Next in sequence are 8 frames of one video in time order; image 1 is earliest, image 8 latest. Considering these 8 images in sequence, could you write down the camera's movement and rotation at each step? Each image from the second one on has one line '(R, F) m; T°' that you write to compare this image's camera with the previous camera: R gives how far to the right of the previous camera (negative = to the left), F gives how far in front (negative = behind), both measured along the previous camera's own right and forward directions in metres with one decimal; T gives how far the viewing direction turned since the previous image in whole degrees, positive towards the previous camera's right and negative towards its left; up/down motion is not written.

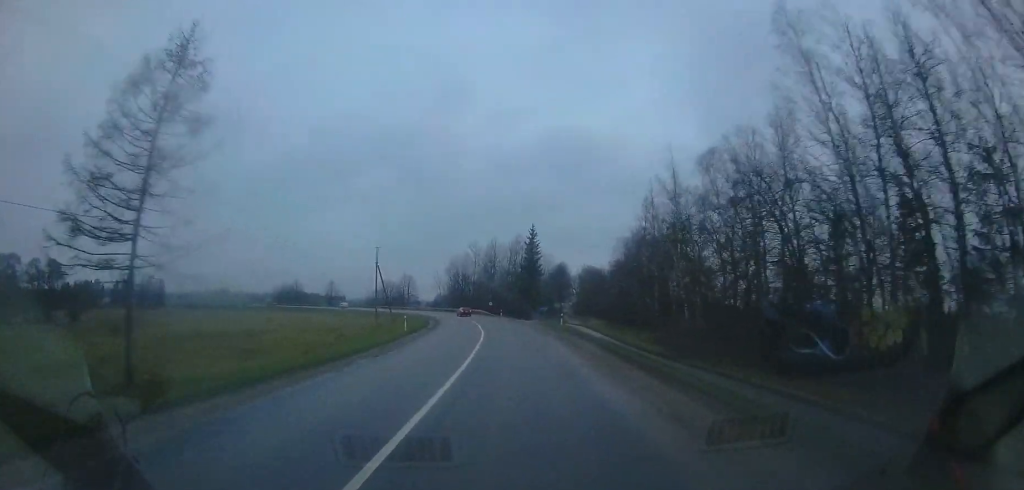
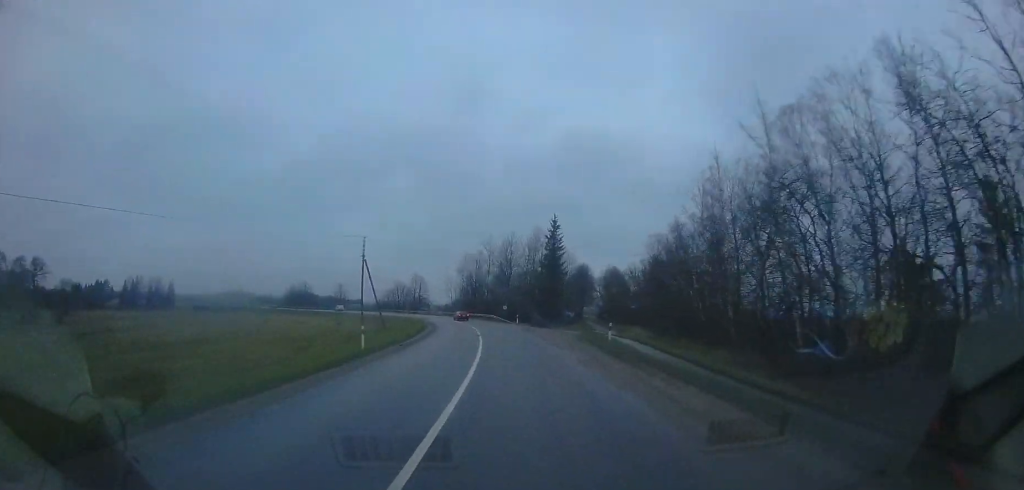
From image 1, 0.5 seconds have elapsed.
(0.0, +10.4) m; -2°
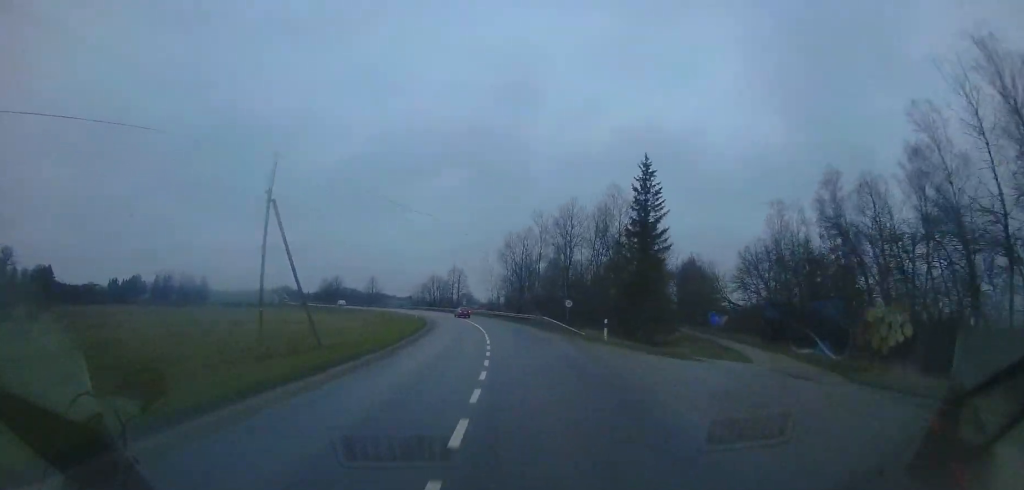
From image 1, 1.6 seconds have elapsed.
(-1.4, +24.3) m; -7°
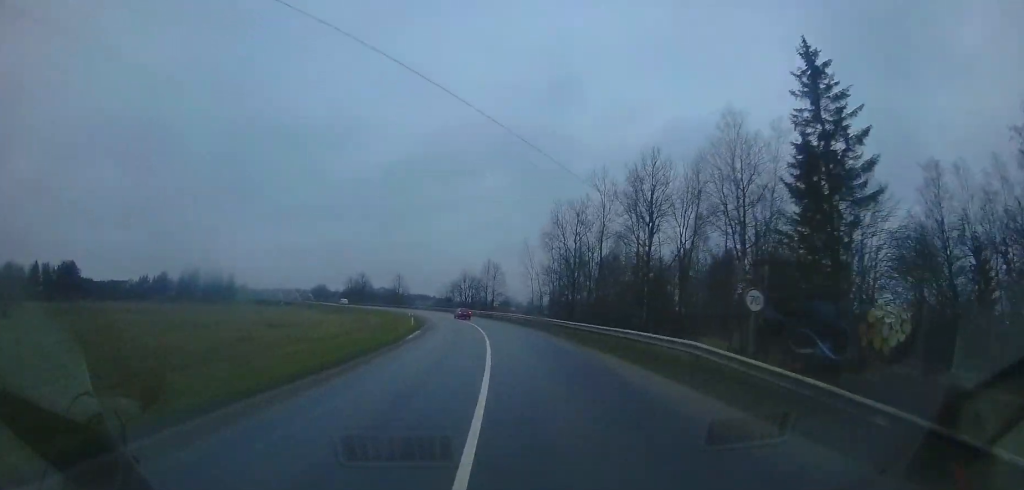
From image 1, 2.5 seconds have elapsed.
(-1.1, +19.6) m; -6°
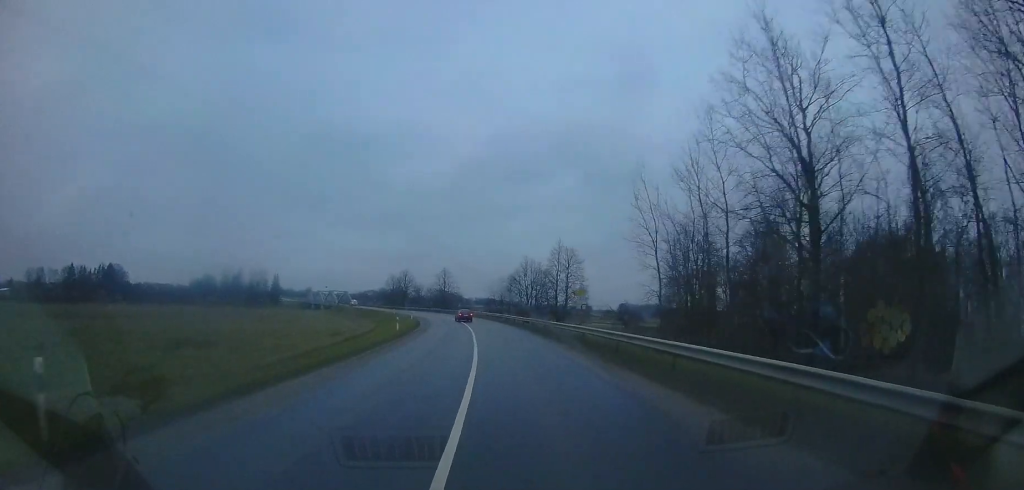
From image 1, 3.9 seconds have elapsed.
(-2.6, +30.6) m; -12°
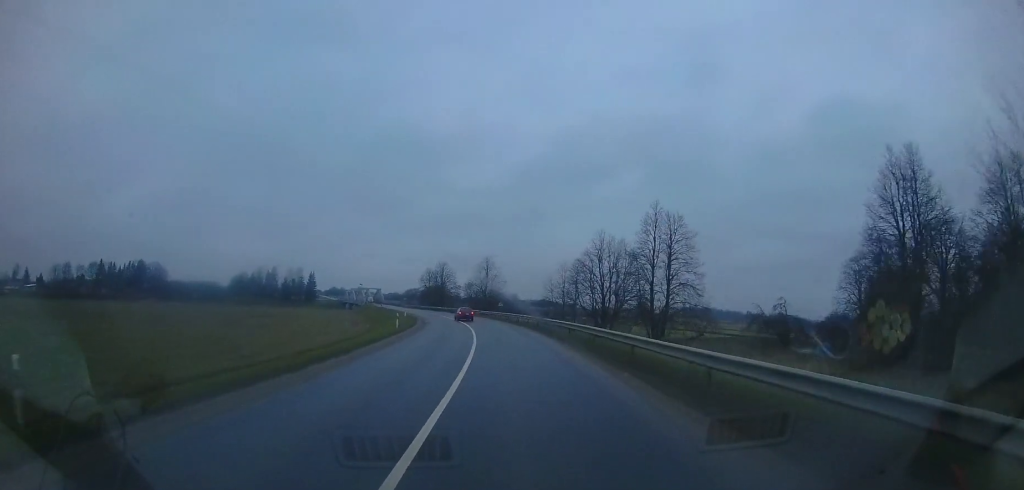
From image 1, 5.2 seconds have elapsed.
(-2.8, +24.6) m; -13°
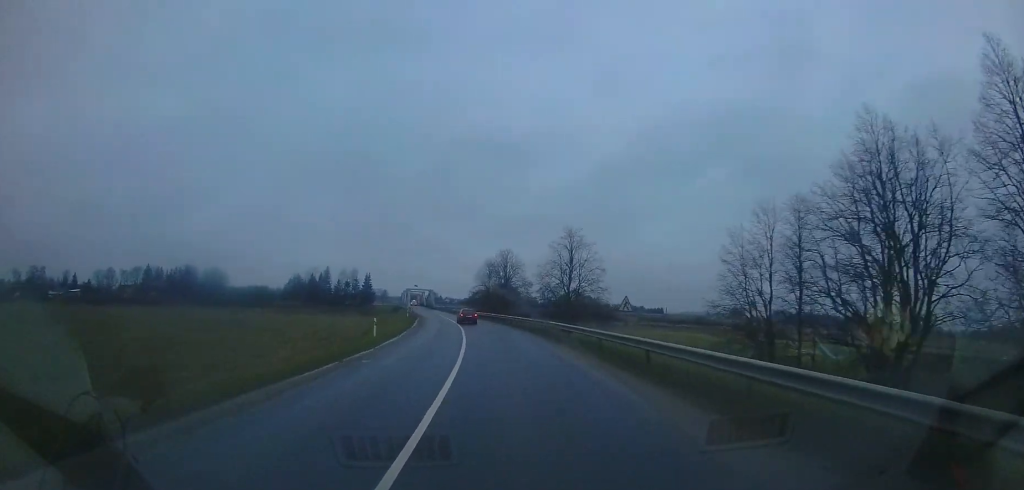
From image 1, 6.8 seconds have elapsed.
(-4.5, +31.5) m; -15°
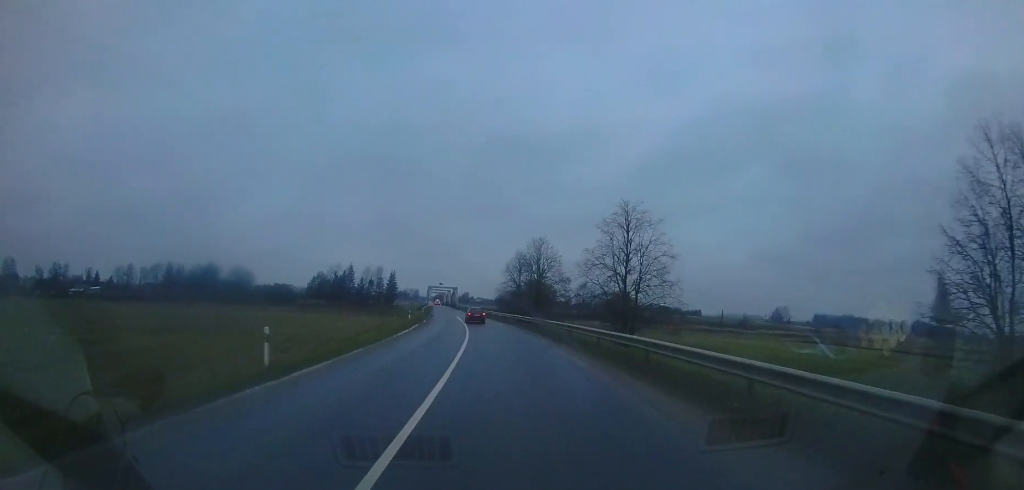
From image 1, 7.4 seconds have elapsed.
(-0.4, +11.8) m; -4°
